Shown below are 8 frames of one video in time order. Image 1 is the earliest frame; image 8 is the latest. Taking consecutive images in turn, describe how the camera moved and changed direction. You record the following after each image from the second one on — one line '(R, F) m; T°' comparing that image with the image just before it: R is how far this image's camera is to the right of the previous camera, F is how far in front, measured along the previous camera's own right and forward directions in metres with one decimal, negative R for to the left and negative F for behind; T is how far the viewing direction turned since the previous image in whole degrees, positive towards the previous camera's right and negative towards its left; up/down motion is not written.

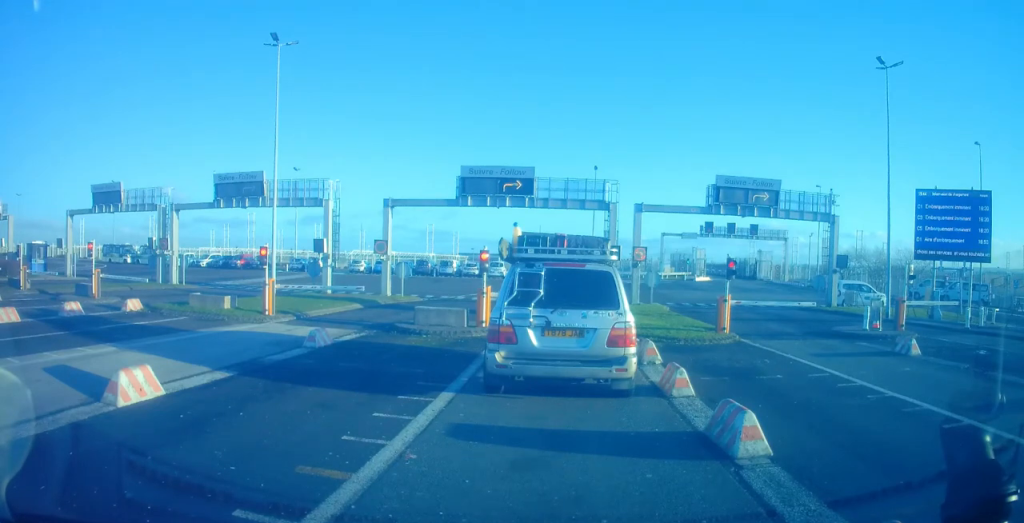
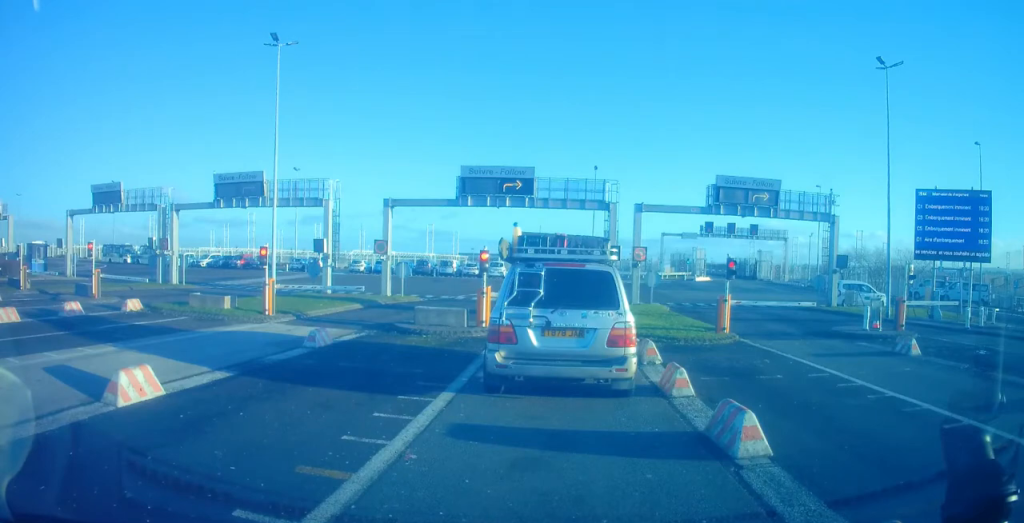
(0.0, 0.0) m; 0°
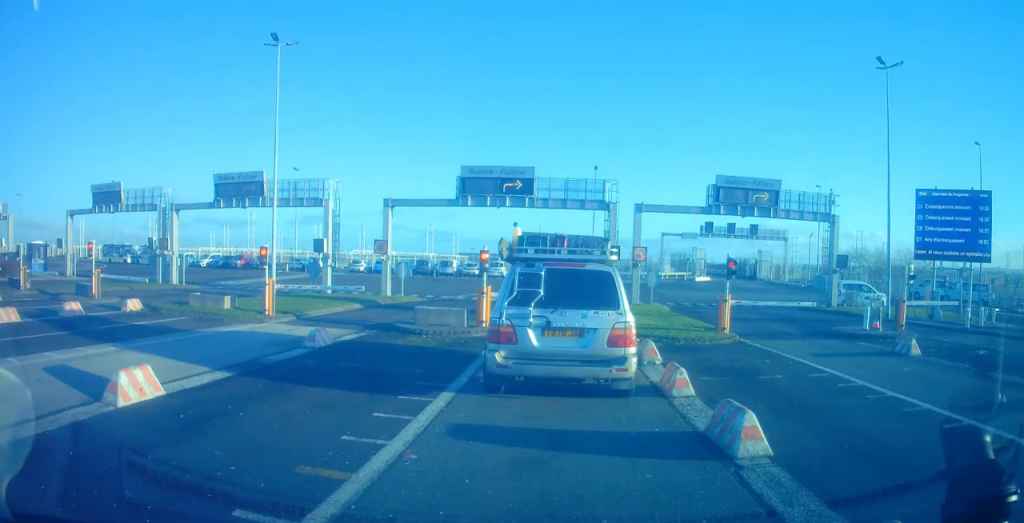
(0.0, 0.0) m; 0°
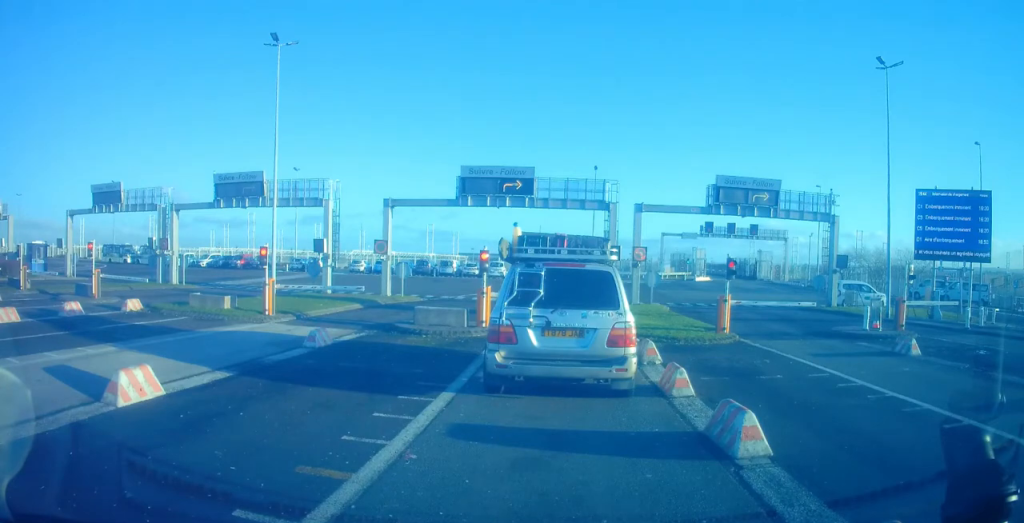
(0.0, 0.0) m; 0°
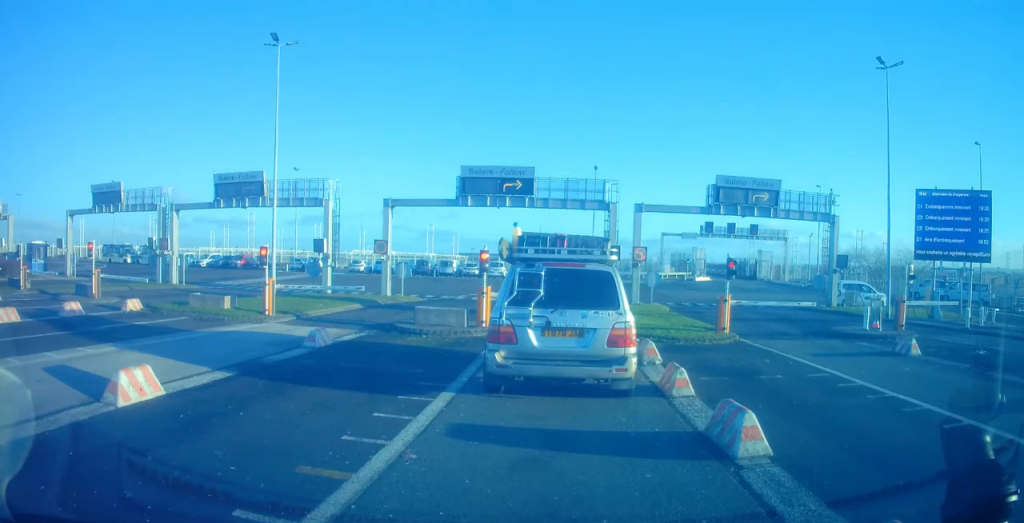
(0.0, 0.0) m; 0°
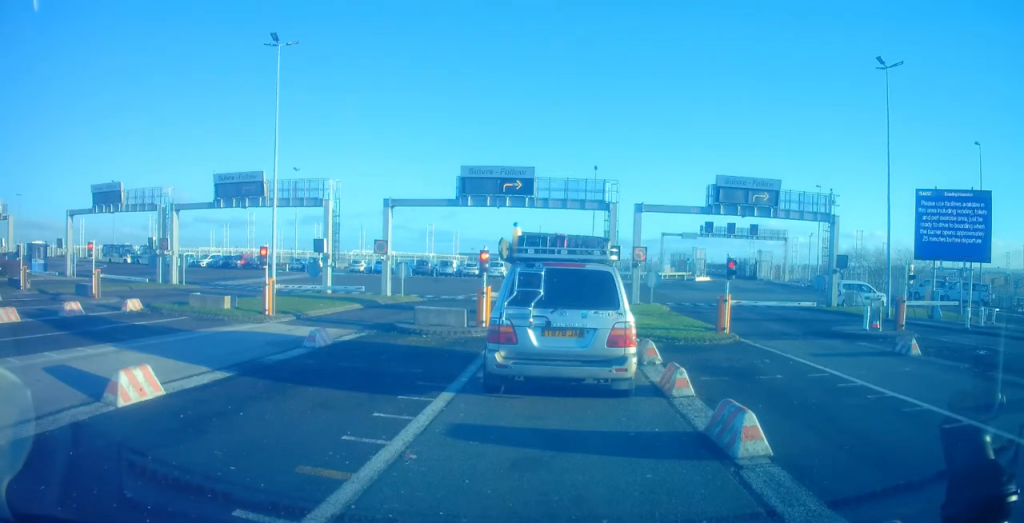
(0.0, 0.0) m; 0°
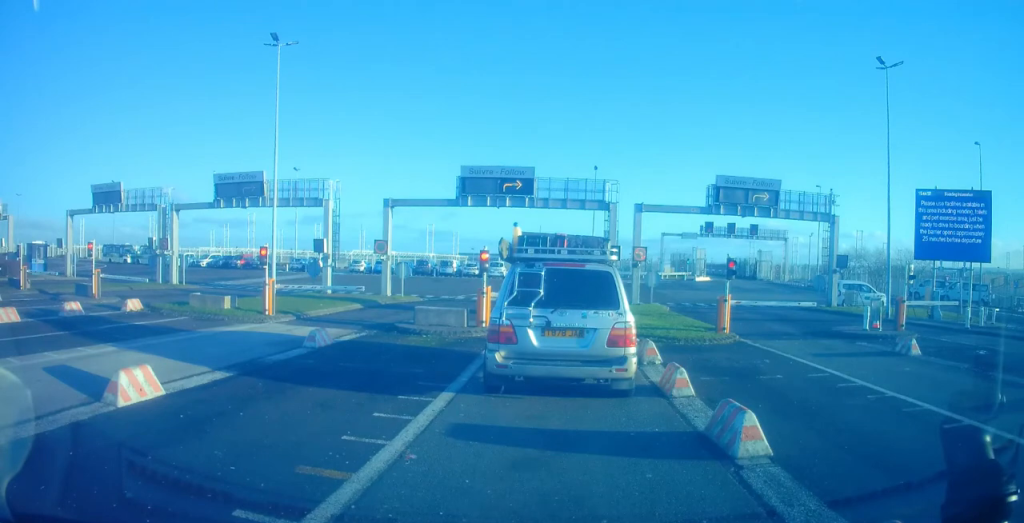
(0.0, 0.0) m; 0°
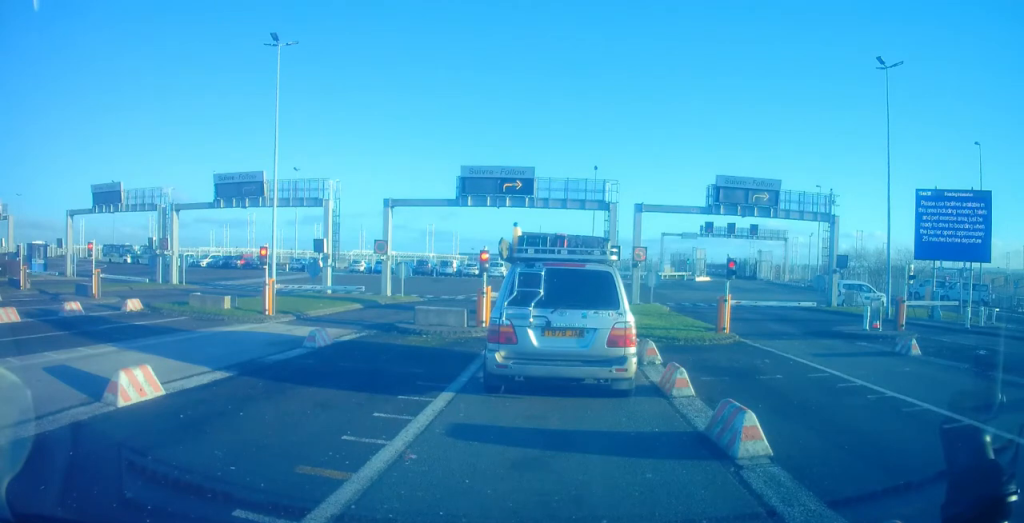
(0.0, 0.0) m; 0°
